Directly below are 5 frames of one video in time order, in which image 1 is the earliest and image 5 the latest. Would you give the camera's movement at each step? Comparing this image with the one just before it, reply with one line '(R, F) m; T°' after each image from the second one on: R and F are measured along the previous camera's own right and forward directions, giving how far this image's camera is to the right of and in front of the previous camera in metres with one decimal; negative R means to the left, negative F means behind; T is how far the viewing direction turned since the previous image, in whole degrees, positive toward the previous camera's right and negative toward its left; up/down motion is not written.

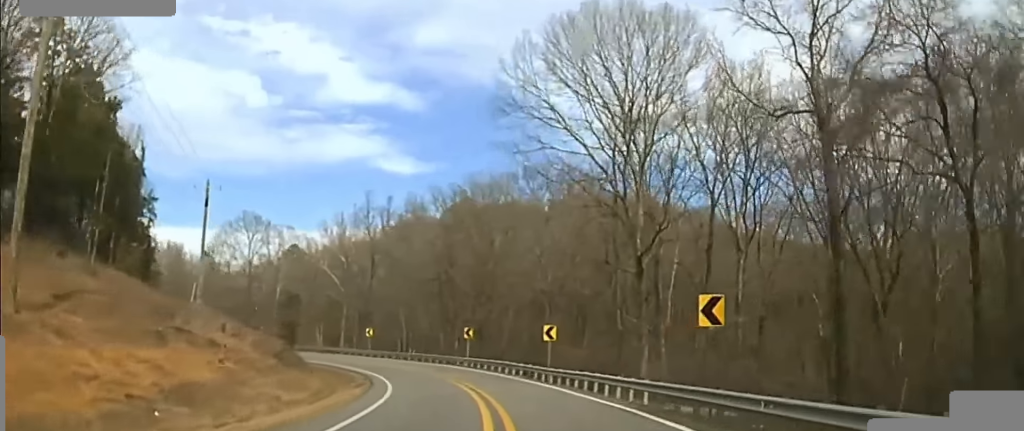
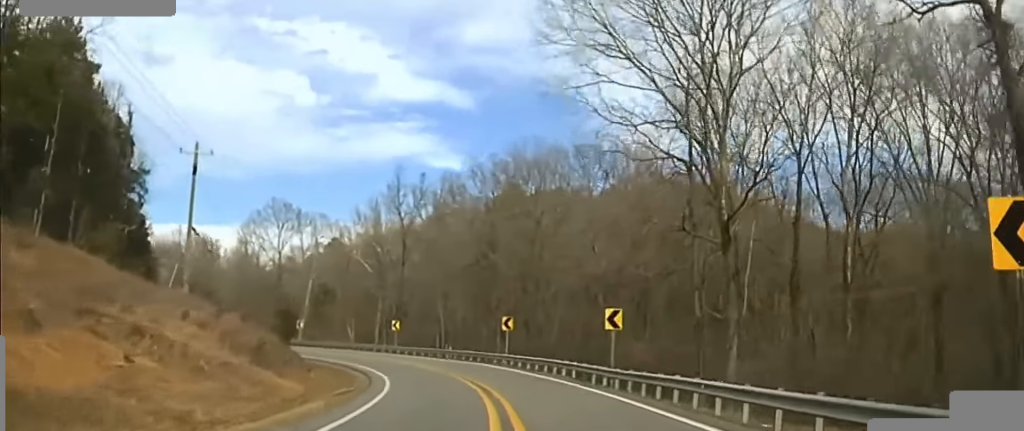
(-0.2, +9.0) m; -2°
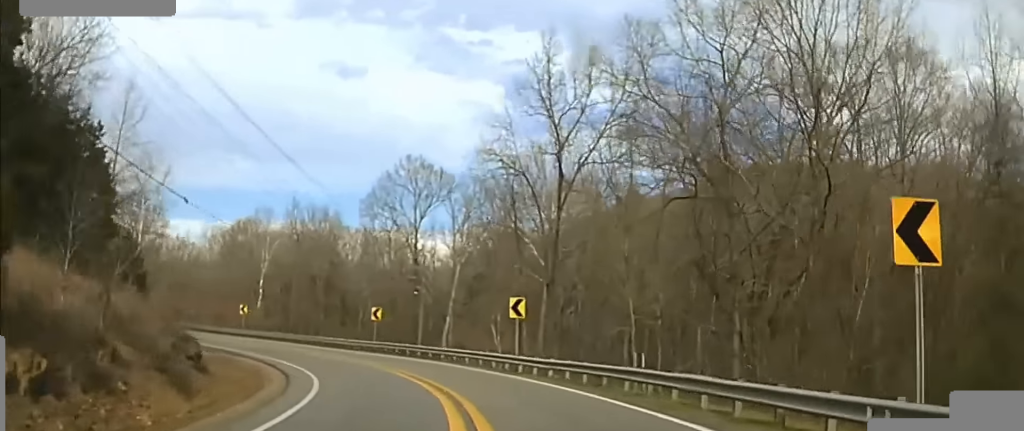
(-2.3, +33.1) m; -10°
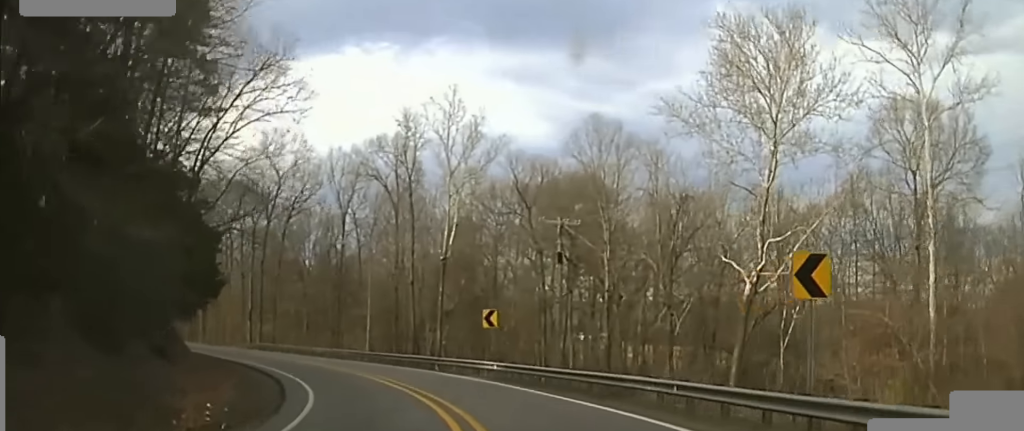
(-31.9, +67.0) m; -62°
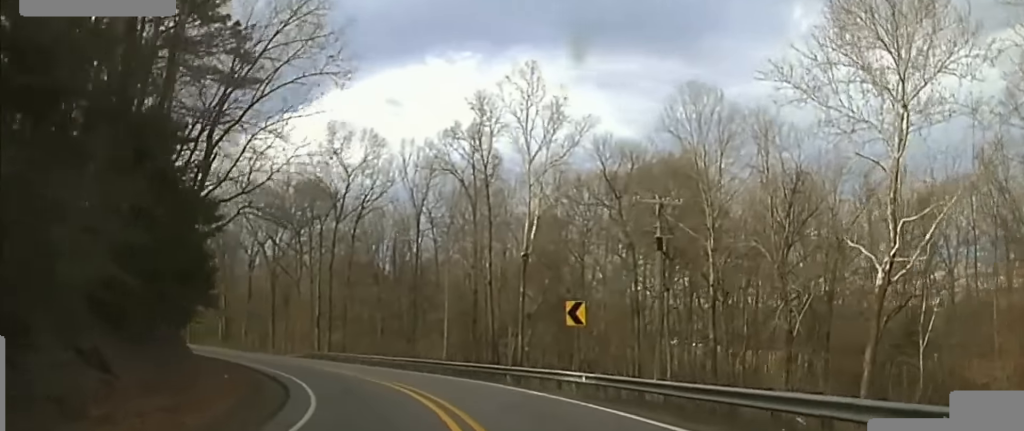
(-0.5, +7.0) m; -2°
